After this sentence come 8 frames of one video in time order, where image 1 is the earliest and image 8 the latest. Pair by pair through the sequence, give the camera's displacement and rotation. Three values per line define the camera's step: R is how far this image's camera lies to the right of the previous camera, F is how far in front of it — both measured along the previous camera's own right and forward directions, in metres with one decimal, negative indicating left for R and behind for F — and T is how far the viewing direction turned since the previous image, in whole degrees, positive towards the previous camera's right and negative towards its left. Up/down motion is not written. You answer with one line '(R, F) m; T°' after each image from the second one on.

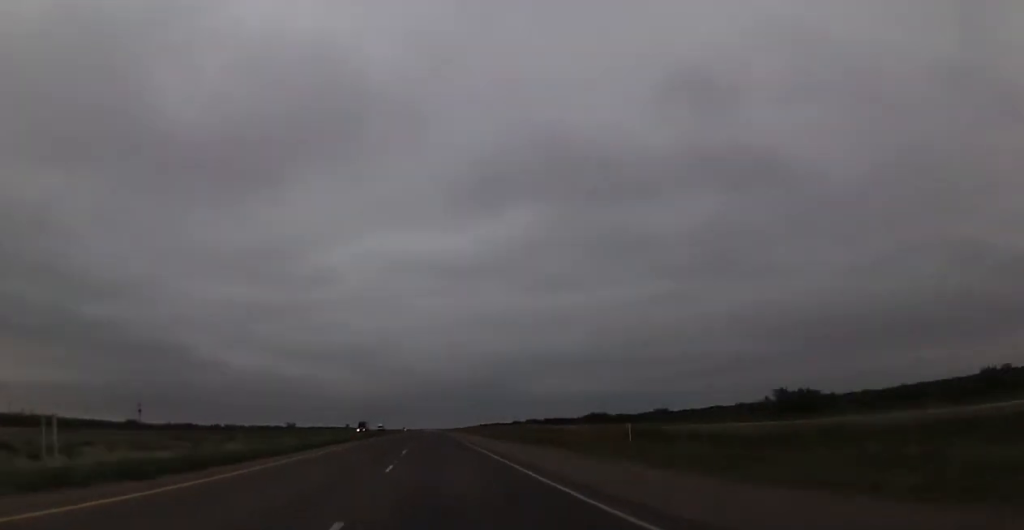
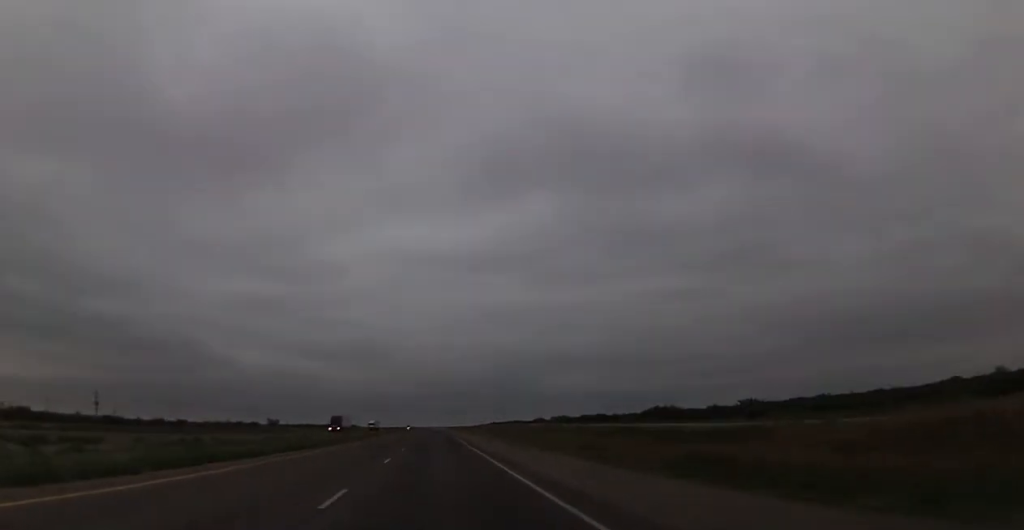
(+0.1, +43.9) m; 0°
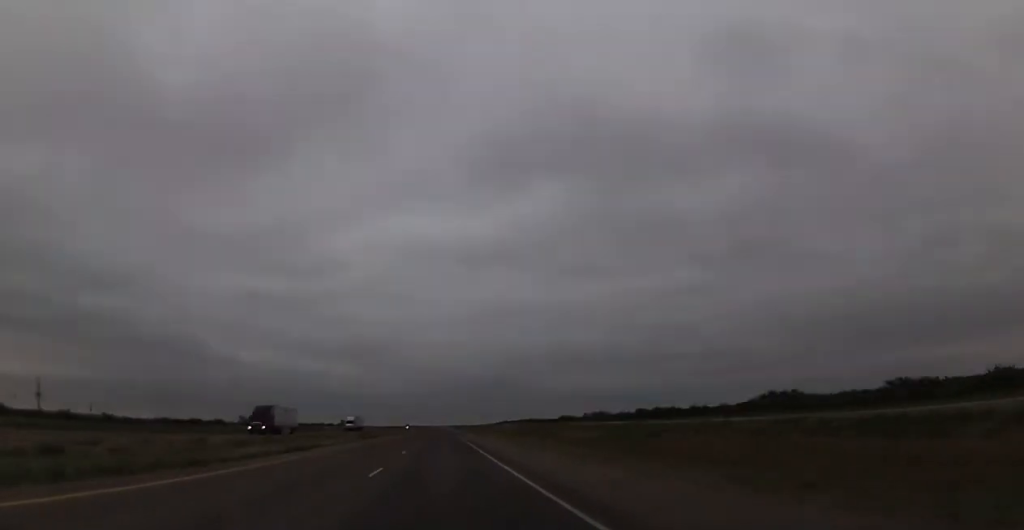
(0.0, +41.6) m; -1°
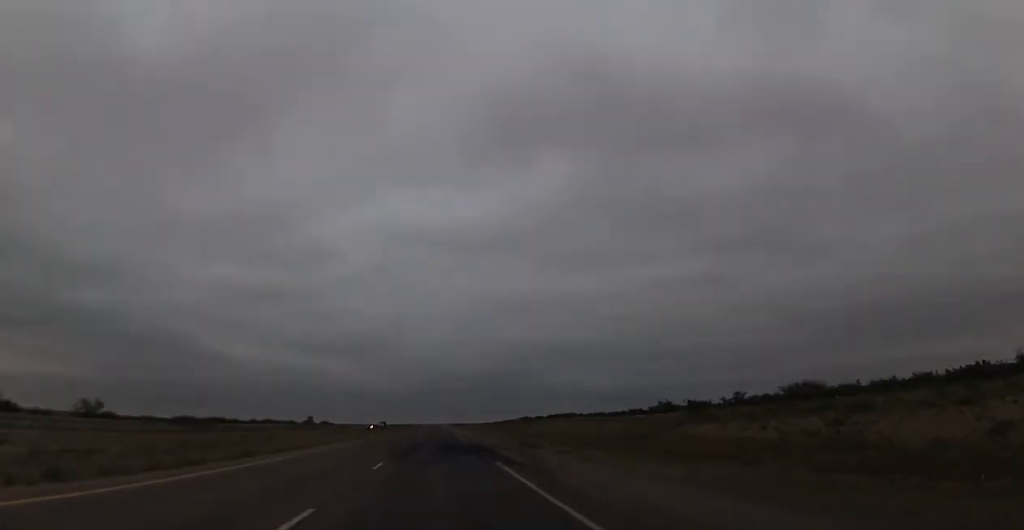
(-0.2, +94.3) m; 0°
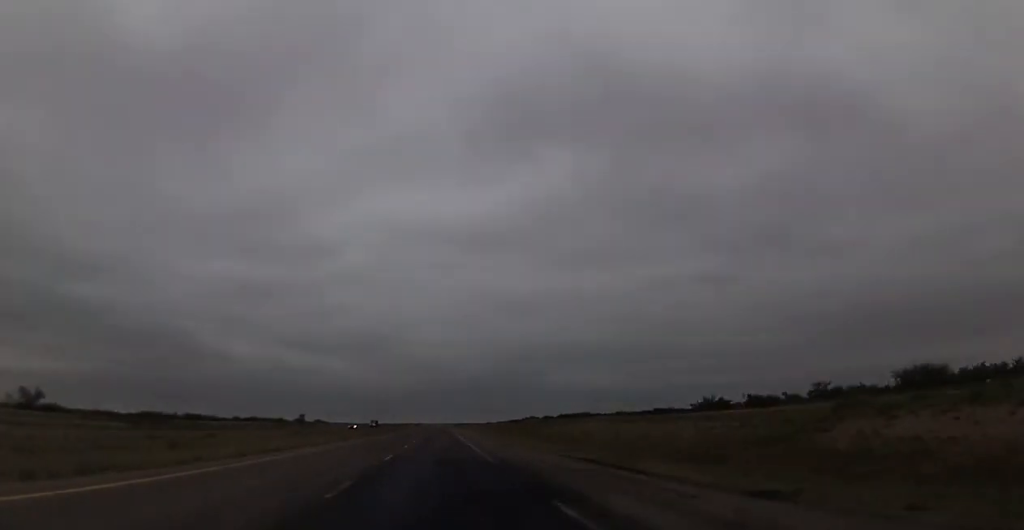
(-0.1, +19.7) m; 0°
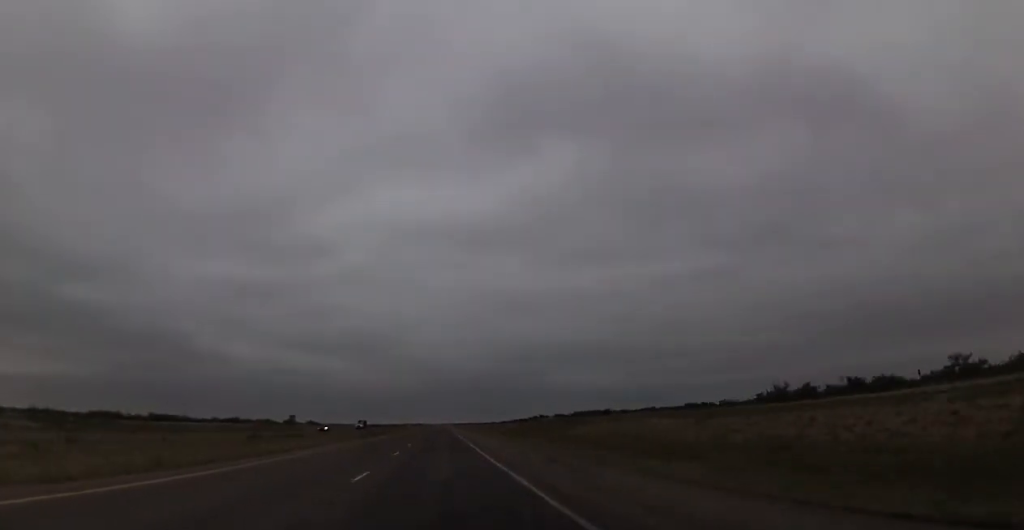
(-0.1, +20.8) m; 0°
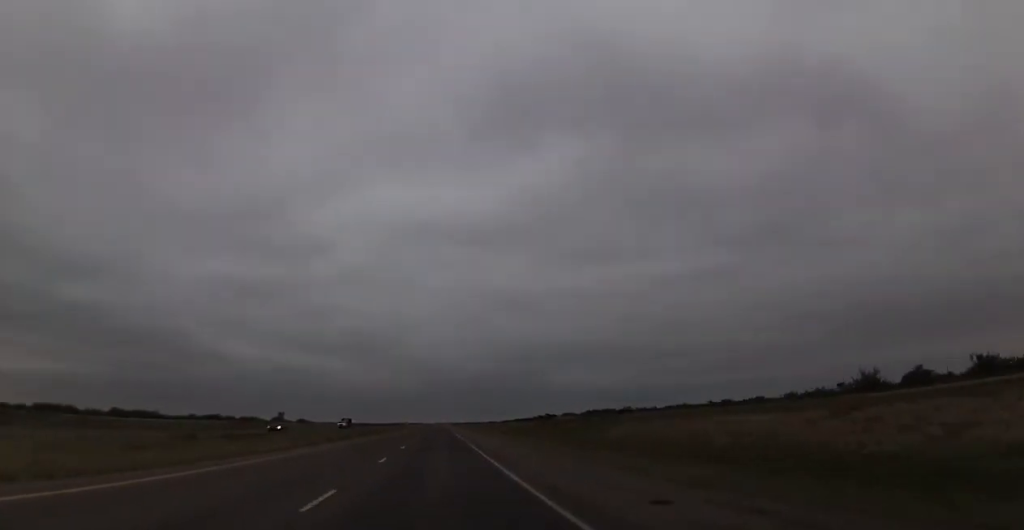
(0.0, +17.2) m; 0°
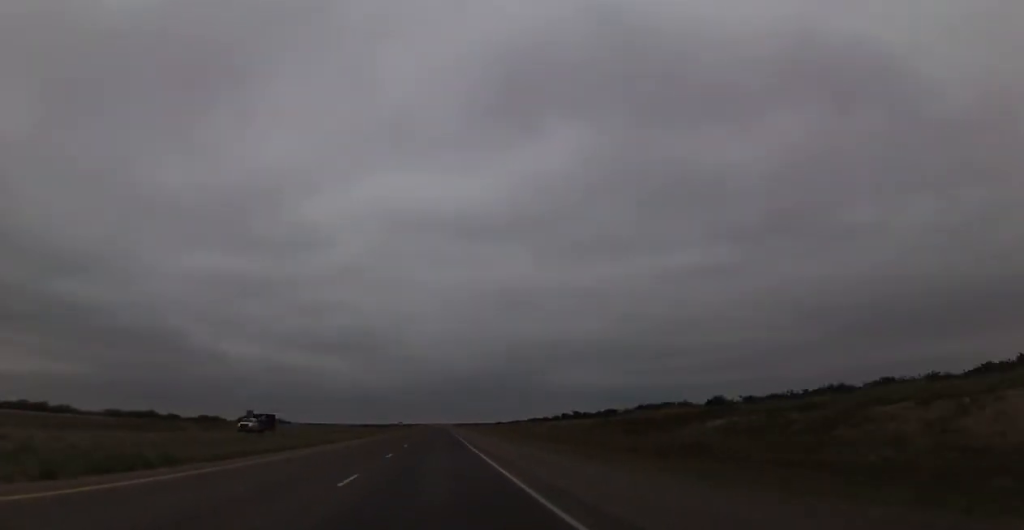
(+0.4, +44.3) m; +1°
